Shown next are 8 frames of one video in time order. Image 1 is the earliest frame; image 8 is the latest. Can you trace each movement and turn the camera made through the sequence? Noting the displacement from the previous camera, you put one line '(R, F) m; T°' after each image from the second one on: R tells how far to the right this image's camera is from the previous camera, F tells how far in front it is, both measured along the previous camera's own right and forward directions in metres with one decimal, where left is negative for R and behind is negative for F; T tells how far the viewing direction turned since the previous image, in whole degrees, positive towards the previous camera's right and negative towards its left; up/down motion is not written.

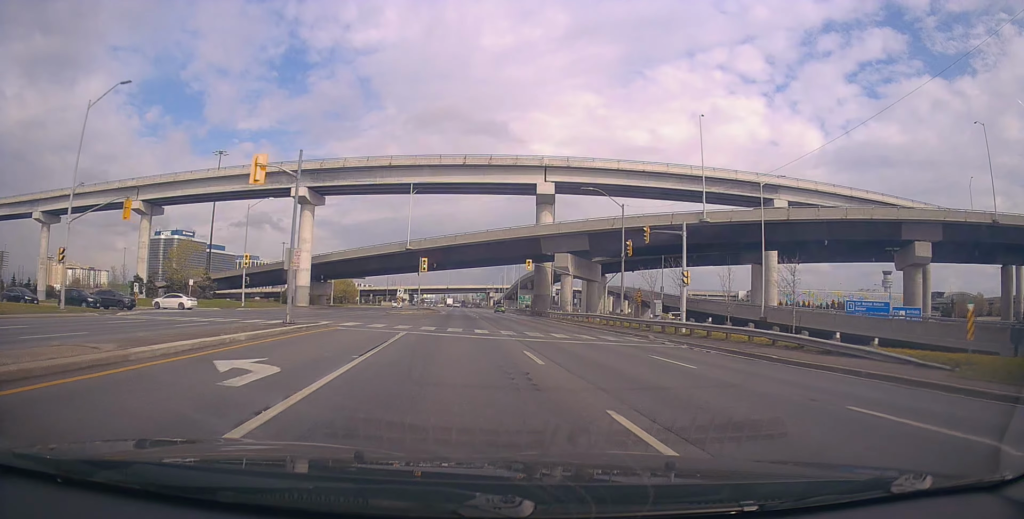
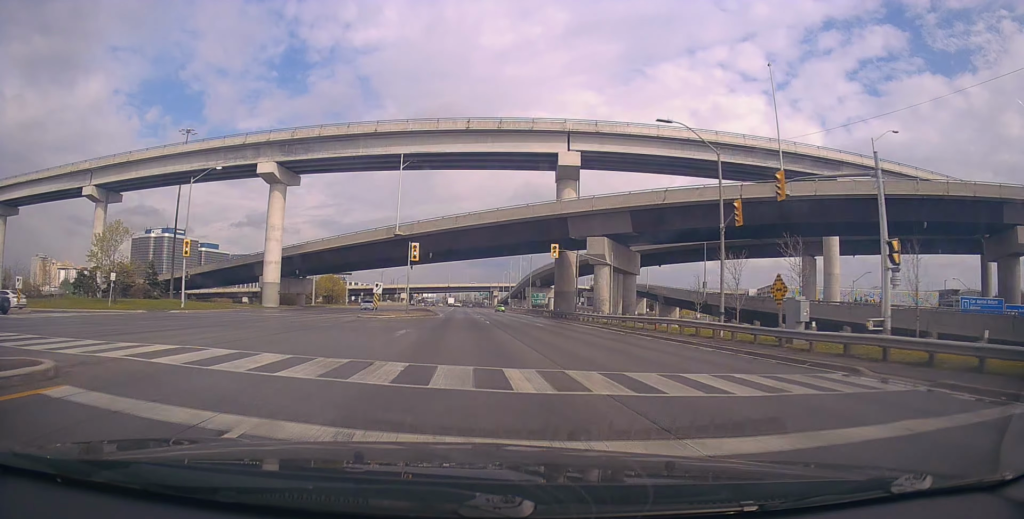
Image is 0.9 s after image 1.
(+0.3, +16.6) m; 0°
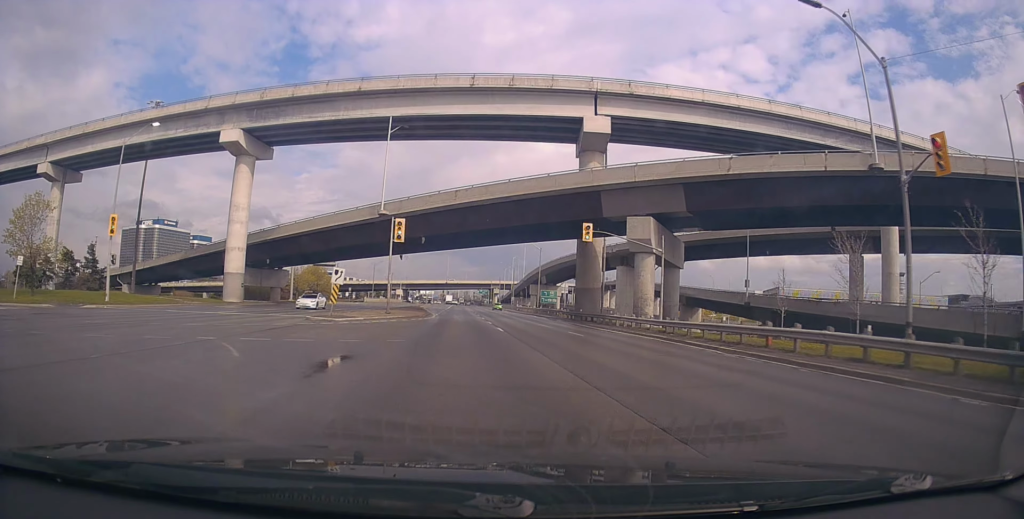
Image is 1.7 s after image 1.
(0.0, +13.2) m; -1°
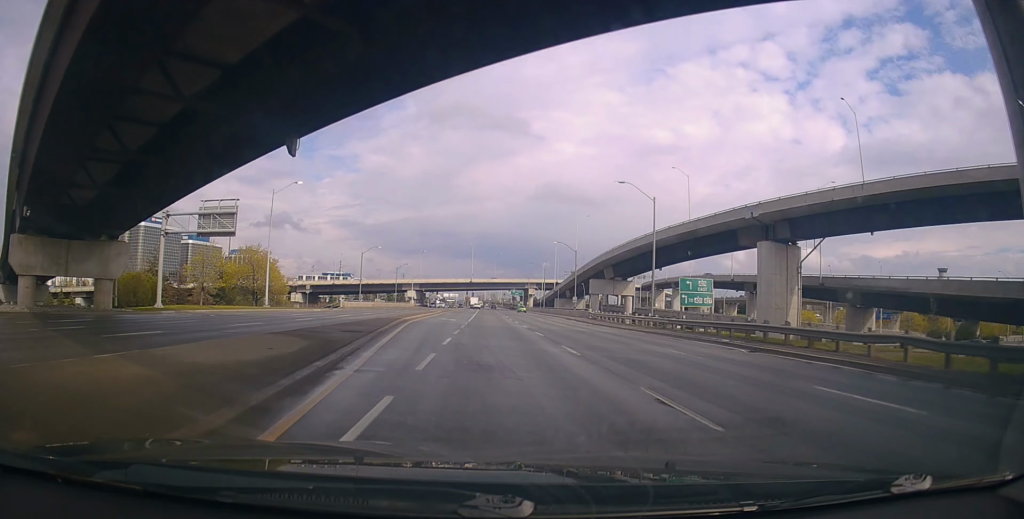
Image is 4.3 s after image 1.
(-1.7, +44.9) m; -5°
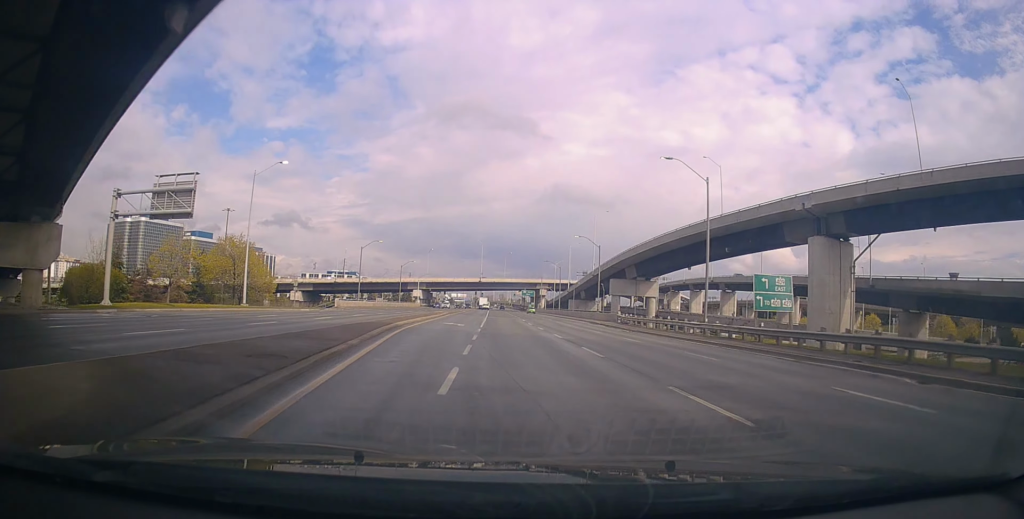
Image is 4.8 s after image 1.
(0.0, +8.4) m; 0°
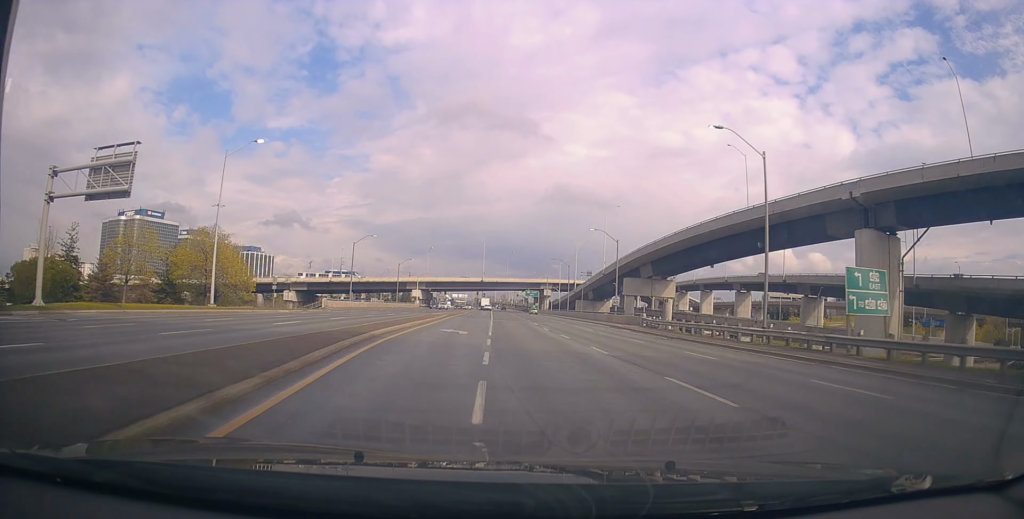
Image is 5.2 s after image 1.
(+0.2, +7.2) m; +1°
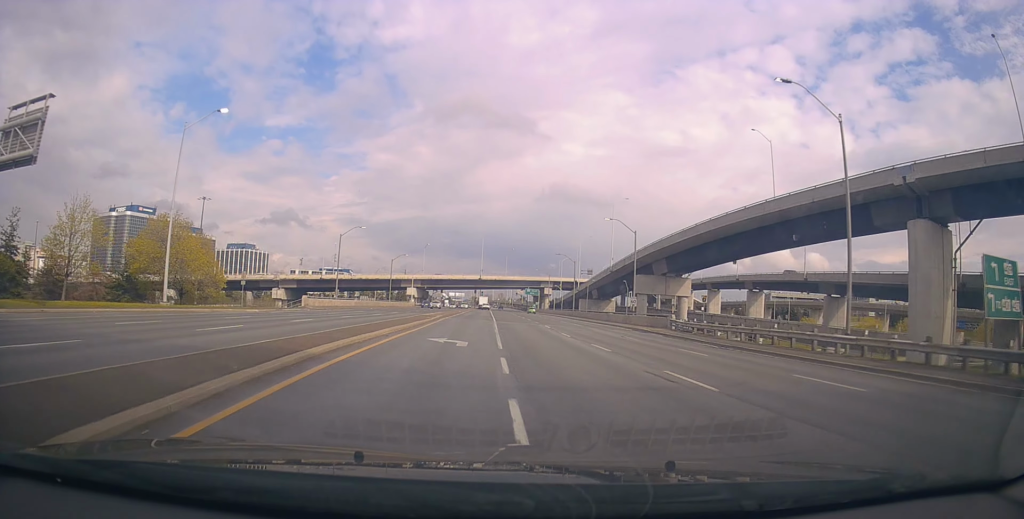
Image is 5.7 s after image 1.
(+0.1, +7.5) m; +1°
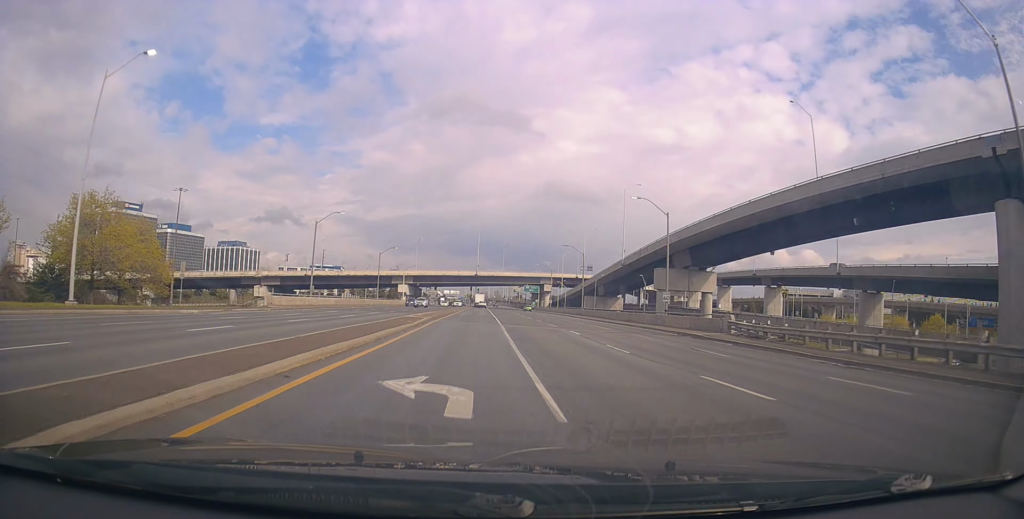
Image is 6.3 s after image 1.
(-0.1, +9.7) m; +1°
